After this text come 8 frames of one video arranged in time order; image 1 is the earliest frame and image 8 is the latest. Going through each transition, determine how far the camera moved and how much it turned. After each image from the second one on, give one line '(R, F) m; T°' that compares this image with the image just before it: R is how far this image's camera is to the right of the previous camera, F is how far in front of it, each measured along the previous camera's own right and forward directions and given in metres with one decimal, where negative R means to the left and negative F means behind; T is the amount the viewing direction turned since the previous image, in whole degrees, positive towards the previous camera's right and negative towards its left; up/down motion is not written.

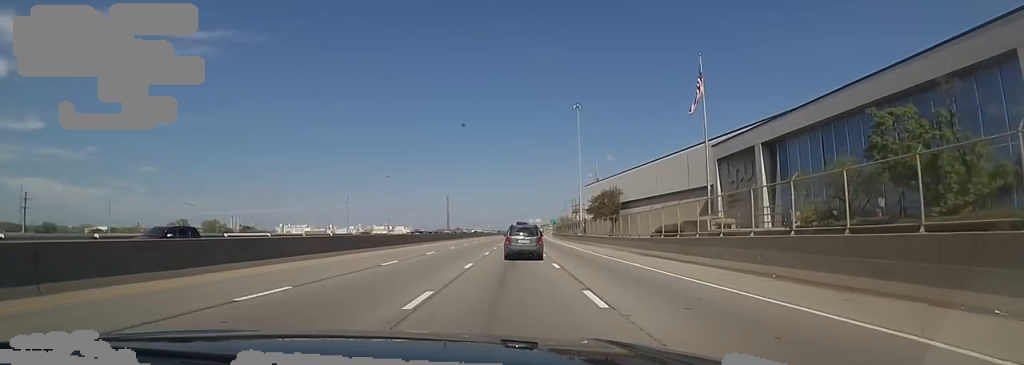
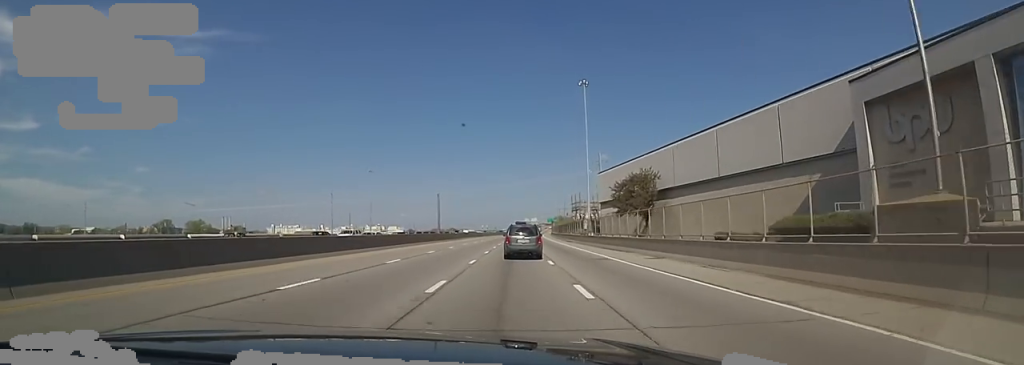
(0.0, +18.7) m; 0°
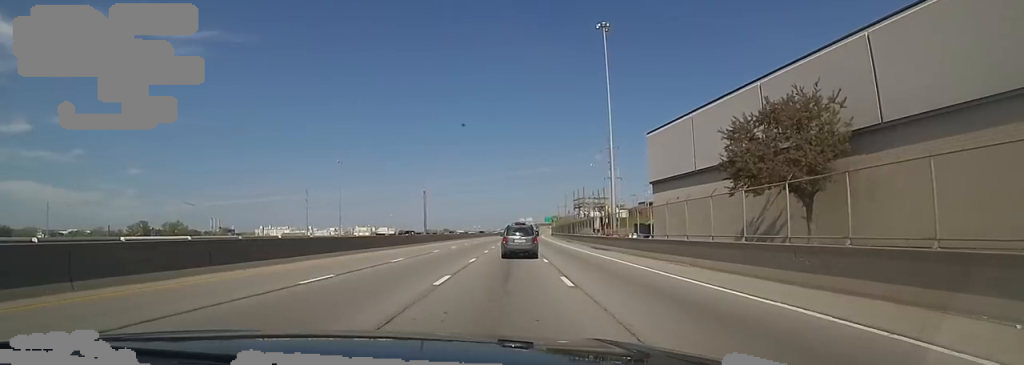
(0.0, +28.4) m; 0°
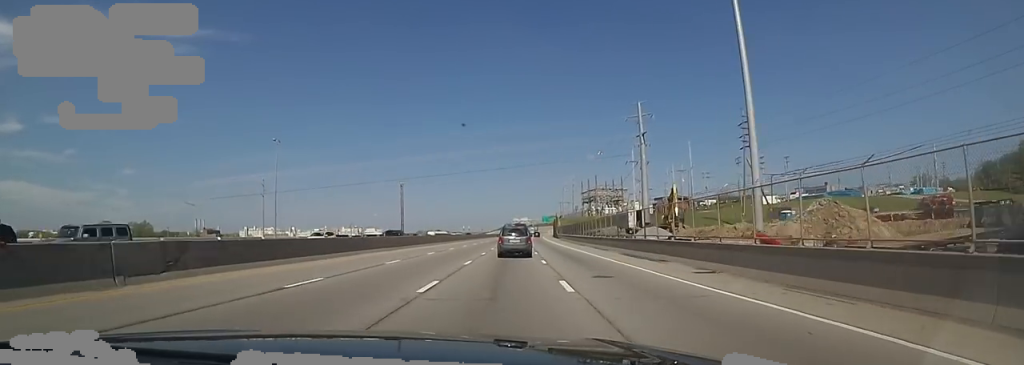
(+0.2, +41.7) m; +3°
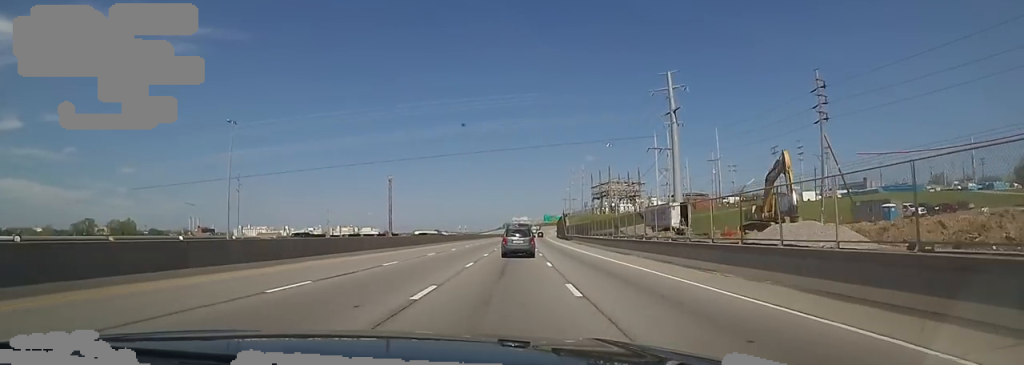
(+1.2, +21.4) m; 0°
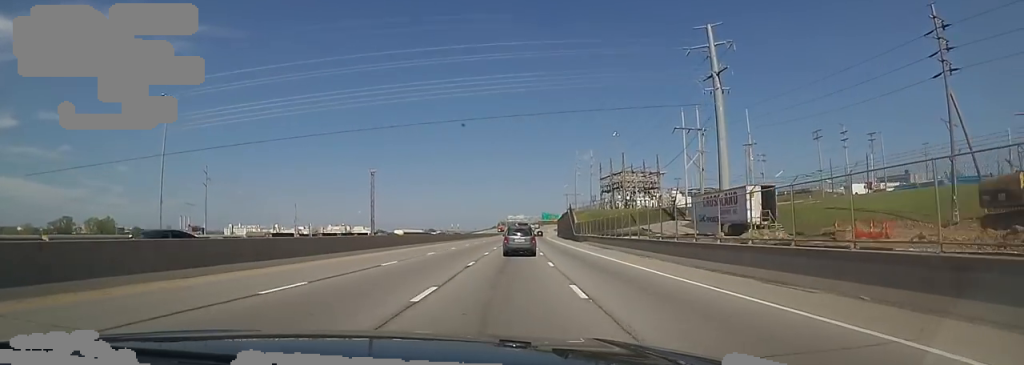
(-0.8, +20.5) m; 0°
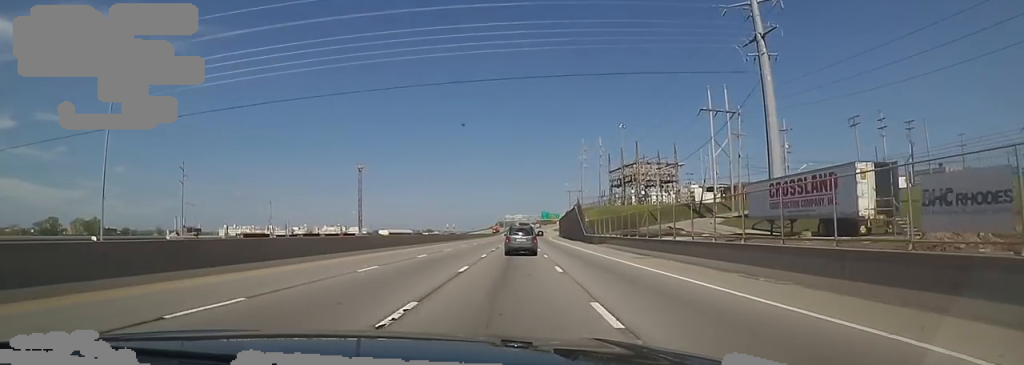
(-0.3, +13.4) m; 0°
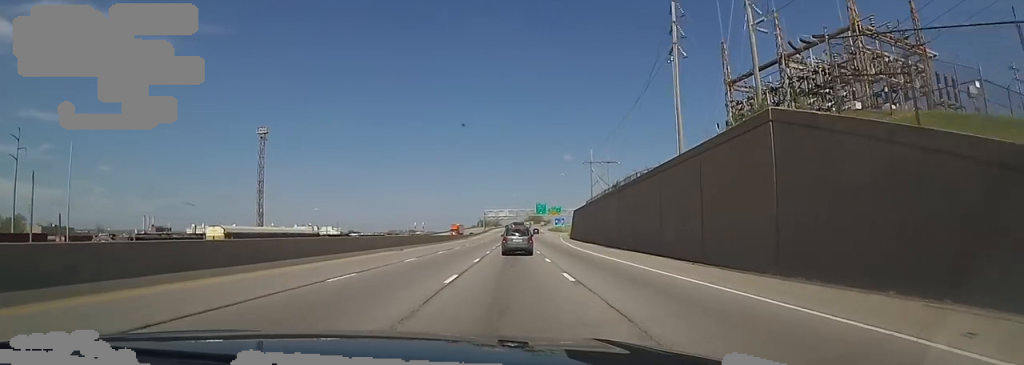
(+0.5, +63.7) m; +2°
